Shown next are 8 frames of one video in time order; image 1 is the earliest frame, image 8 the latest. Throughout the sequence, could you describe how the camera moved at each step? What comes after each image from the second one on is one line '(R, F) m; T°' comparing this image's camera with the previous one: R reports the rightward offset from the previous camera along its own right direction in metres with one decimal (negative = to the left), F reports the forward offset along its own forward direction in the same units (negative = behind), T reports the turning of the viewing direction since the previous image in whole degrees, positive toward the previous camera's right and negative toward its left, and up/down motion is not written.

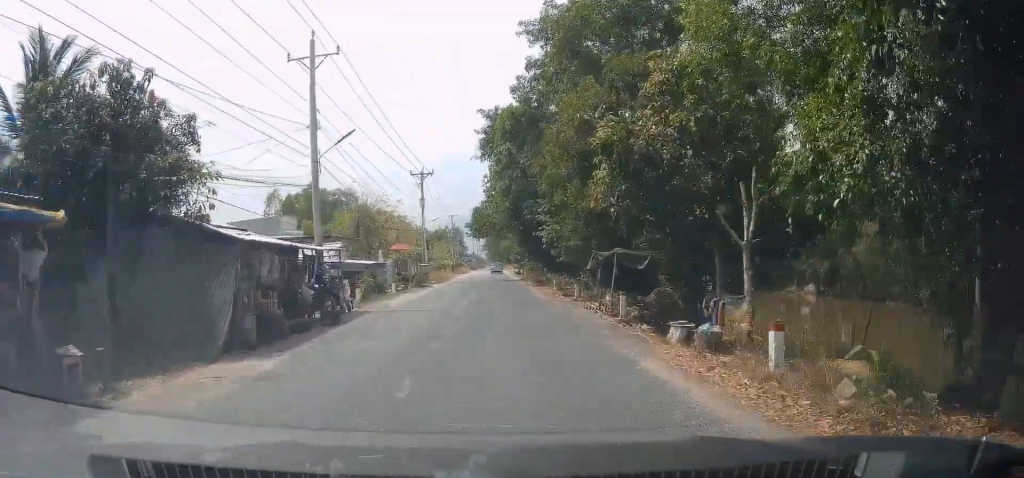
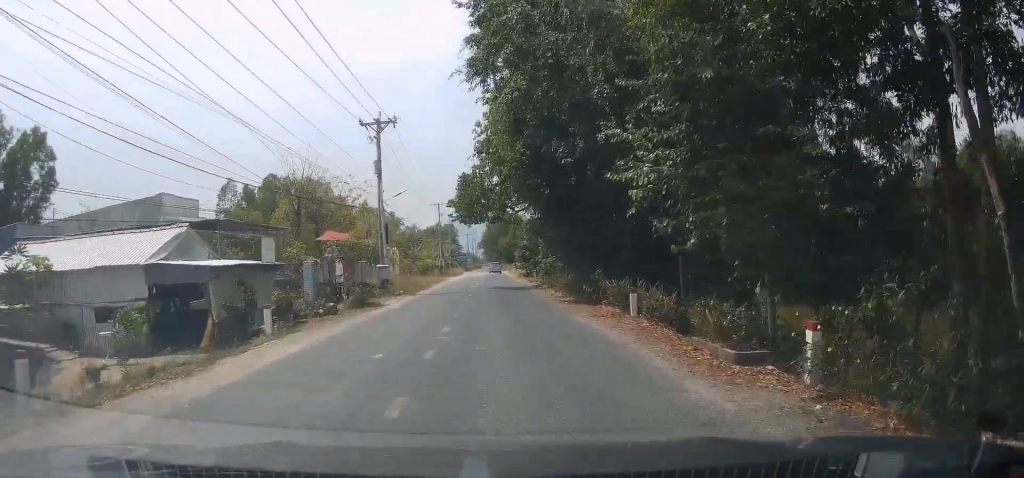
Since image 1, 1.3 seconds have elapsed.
(-0.1, +22.4) m; 0°
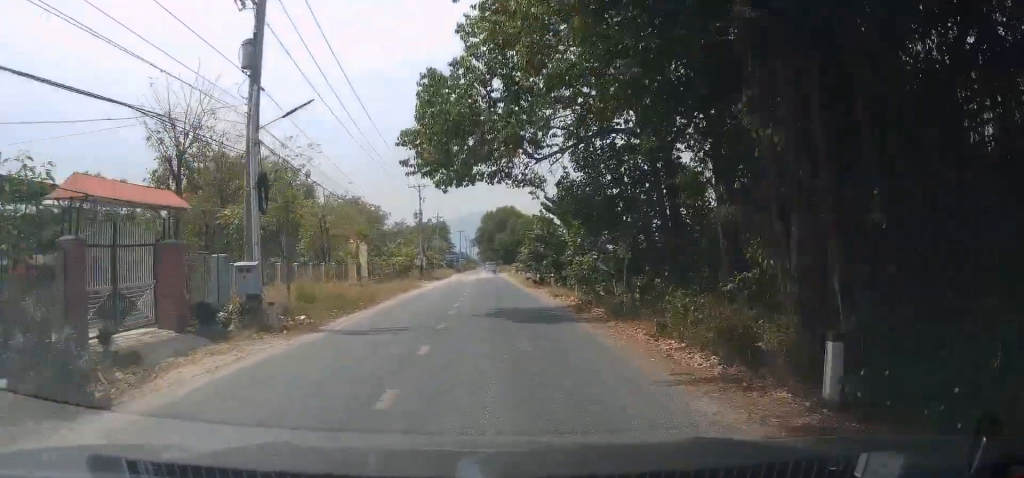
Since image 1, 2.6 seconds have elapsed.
(+0.1, +20.8) m; 0°
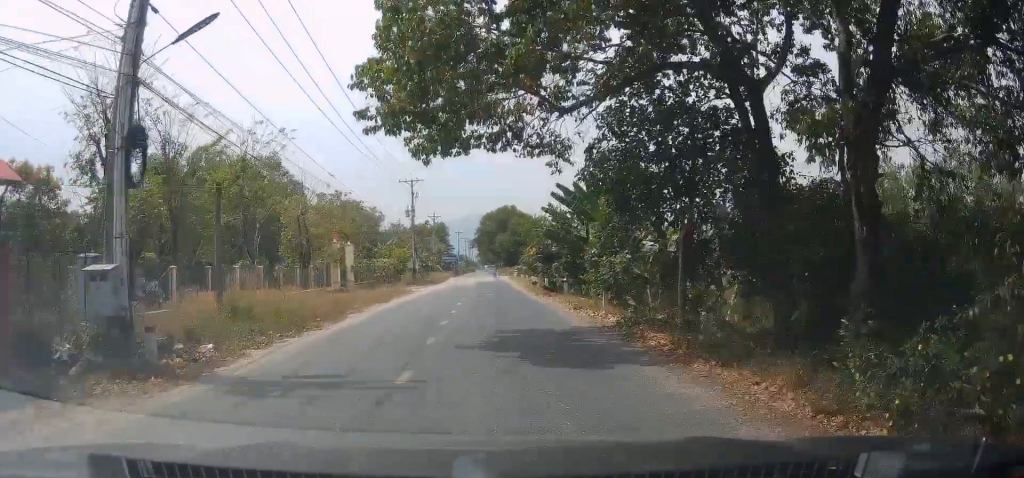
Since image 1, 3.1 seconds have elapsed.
(0.0, +6.8) m; 0°
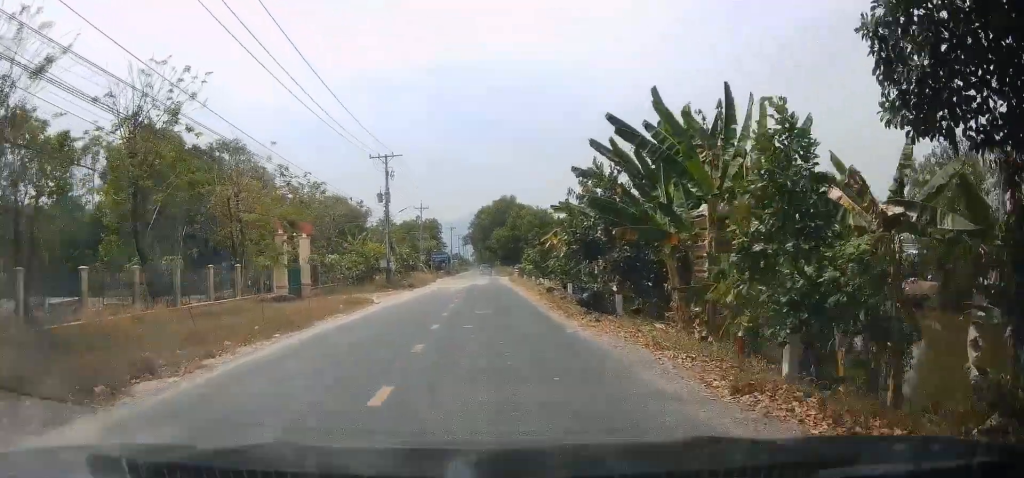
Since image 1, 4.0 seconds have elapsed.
(-0.1, +14.0) m; -1°
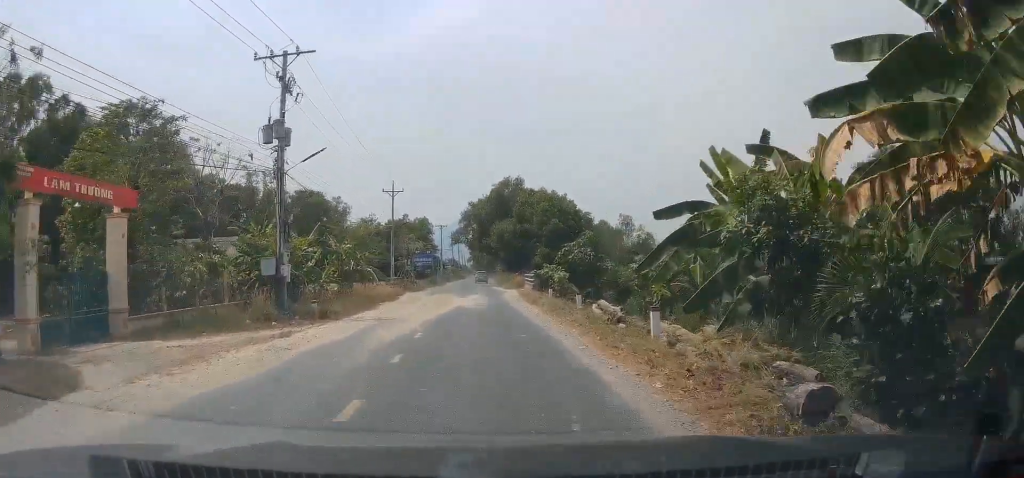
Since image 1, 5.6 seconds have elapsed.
(-0.3, +25.6) m; +1°
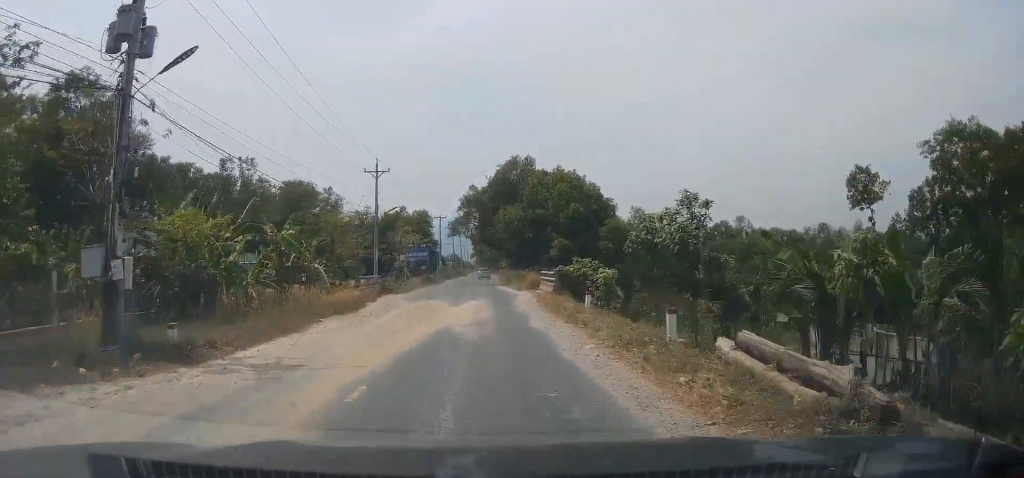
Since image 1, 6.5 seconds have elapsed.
(+0.2, +12.0) m; +1°
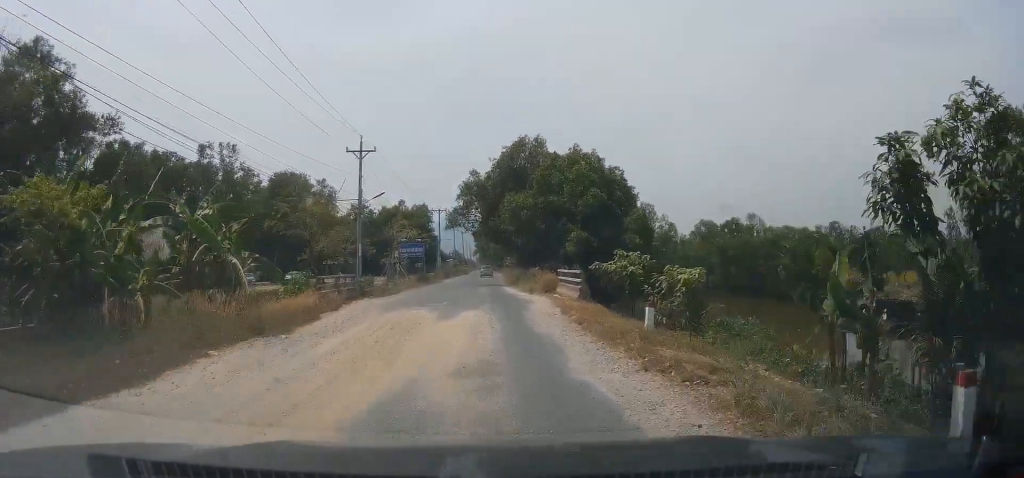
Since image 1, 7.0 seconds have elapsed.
(0.0, +7.9) m; 0°
